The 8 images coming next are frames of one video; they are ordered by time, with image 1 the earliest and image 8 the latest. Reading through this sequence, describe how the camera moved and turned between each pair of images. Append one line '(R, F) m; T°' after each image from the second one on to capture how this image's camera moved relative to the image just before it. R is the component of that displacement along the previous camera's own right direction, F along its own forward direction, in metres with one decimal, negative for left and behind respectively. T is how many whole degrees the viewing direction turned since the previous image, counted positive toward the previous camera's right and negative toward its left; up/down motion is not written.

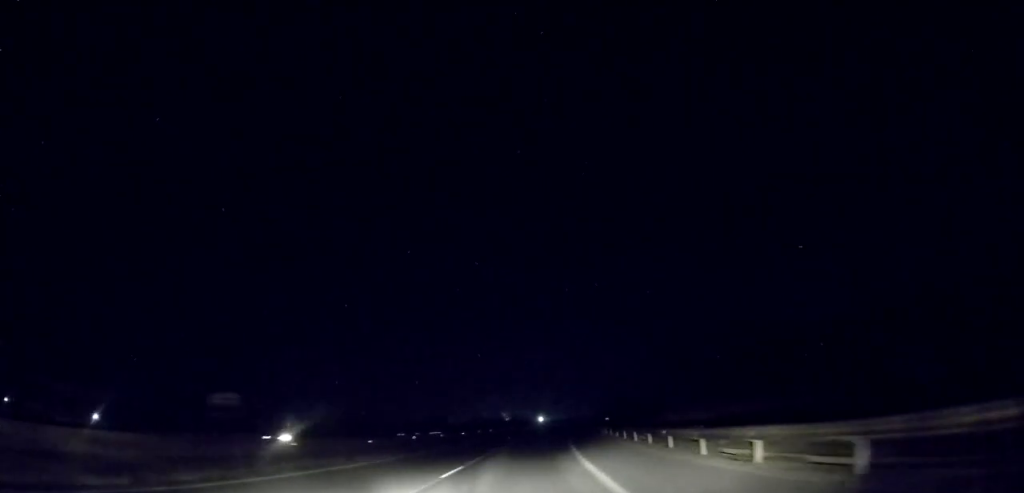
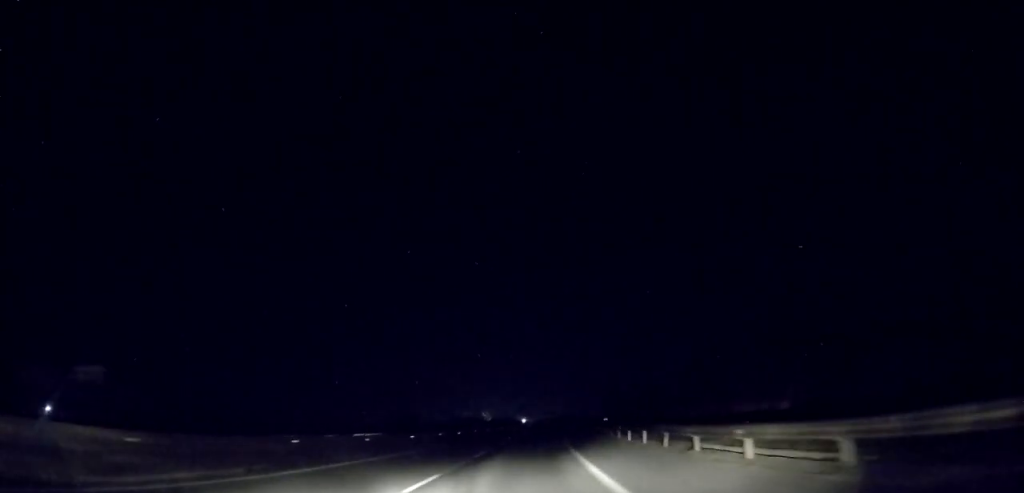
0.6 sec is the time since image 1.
(+0.5, +15.7) m; +2°
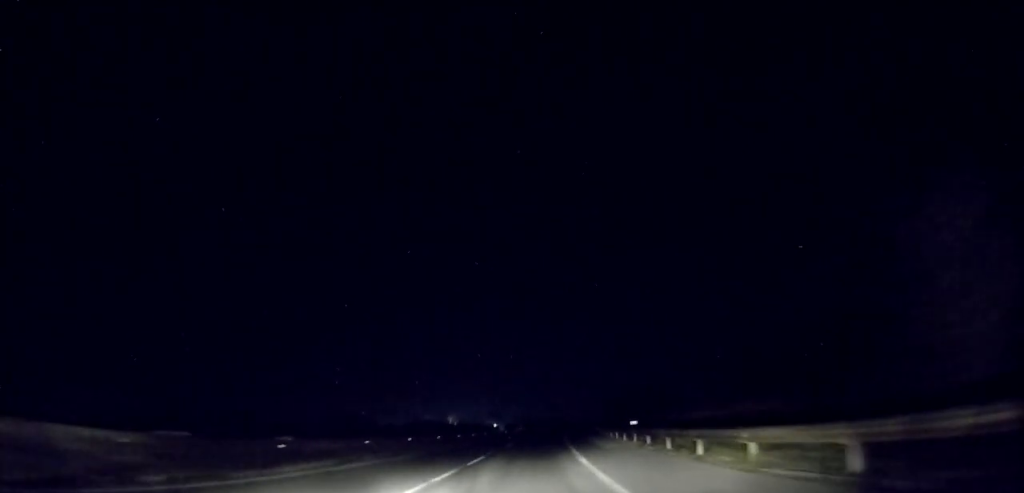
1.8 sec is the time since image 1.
(+0.7, +32.8) m; +2°
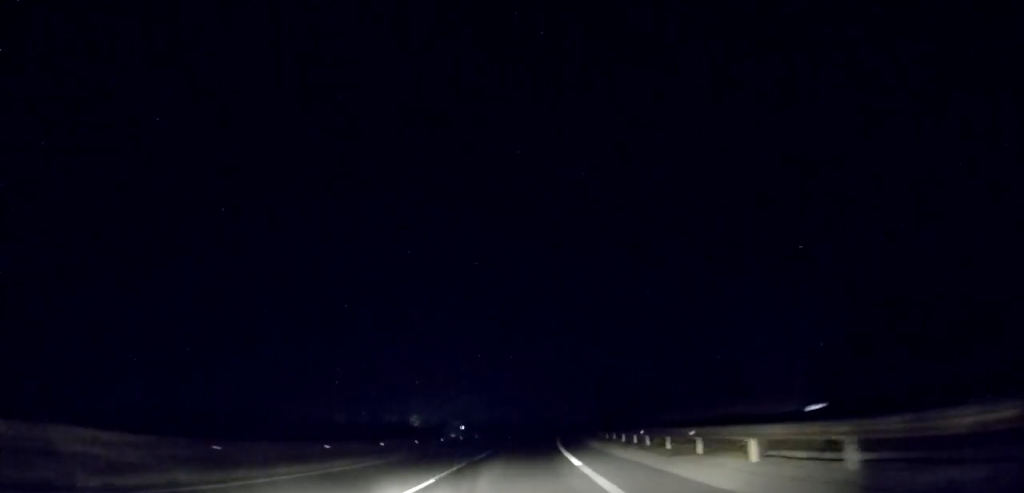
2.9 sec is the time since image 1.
(+0.4, +27.5) m; +1°
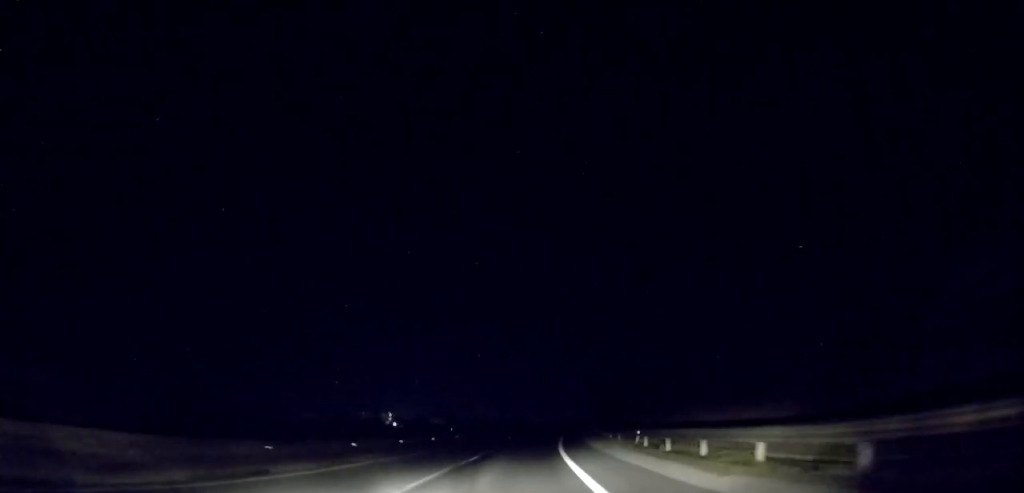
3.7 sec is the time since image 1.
(0.0, +19.7) m; +2°
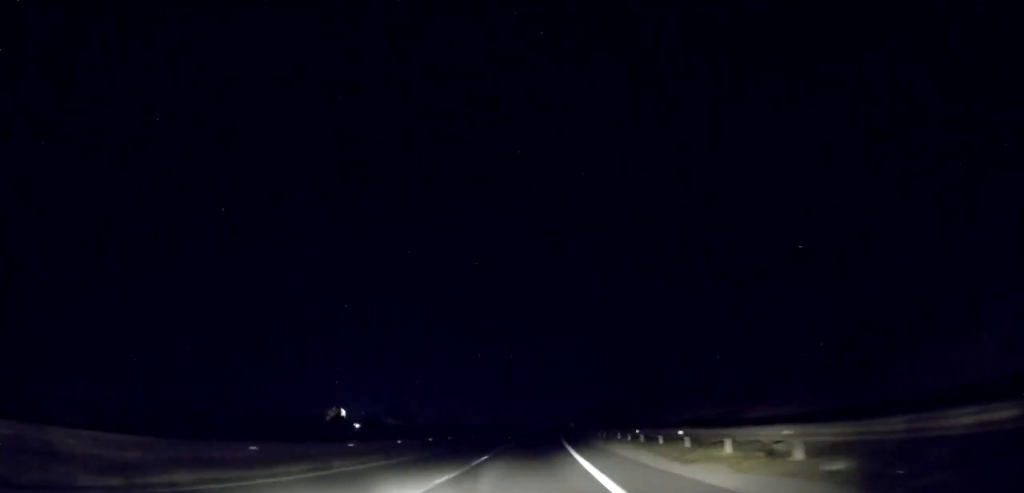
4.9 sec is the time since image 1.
(+1.0, +33.5) m; +3°
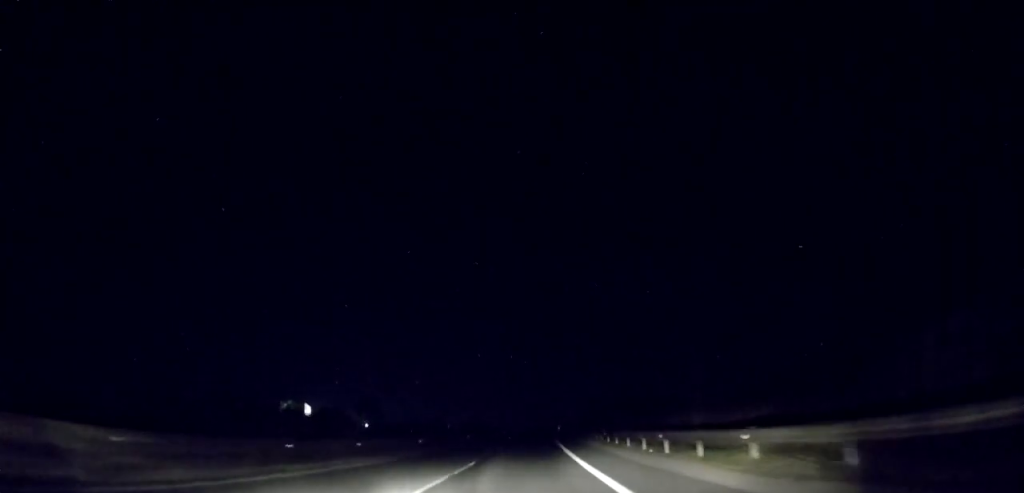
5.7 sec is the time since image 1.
(+0.2, +22.2) m; +1°
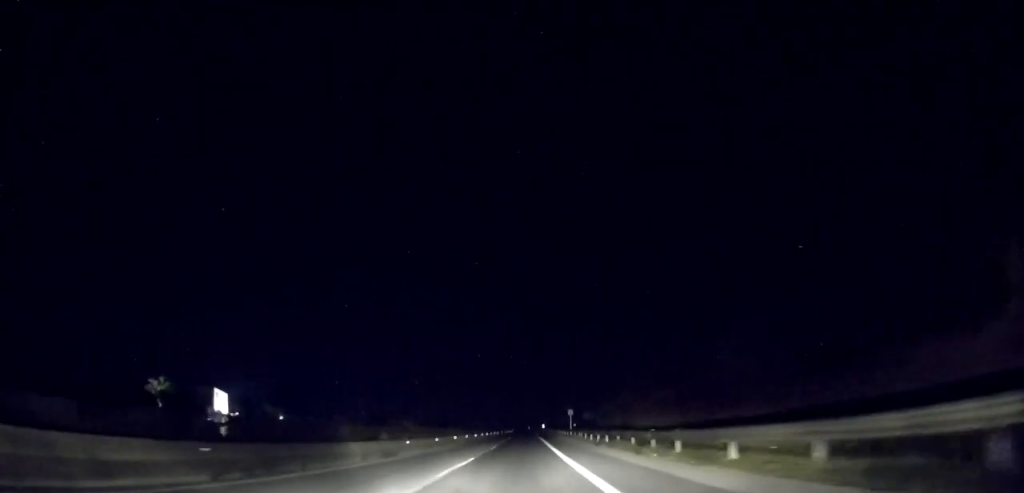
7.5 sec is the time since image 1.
(+0.4, +48.4) m; 0°
